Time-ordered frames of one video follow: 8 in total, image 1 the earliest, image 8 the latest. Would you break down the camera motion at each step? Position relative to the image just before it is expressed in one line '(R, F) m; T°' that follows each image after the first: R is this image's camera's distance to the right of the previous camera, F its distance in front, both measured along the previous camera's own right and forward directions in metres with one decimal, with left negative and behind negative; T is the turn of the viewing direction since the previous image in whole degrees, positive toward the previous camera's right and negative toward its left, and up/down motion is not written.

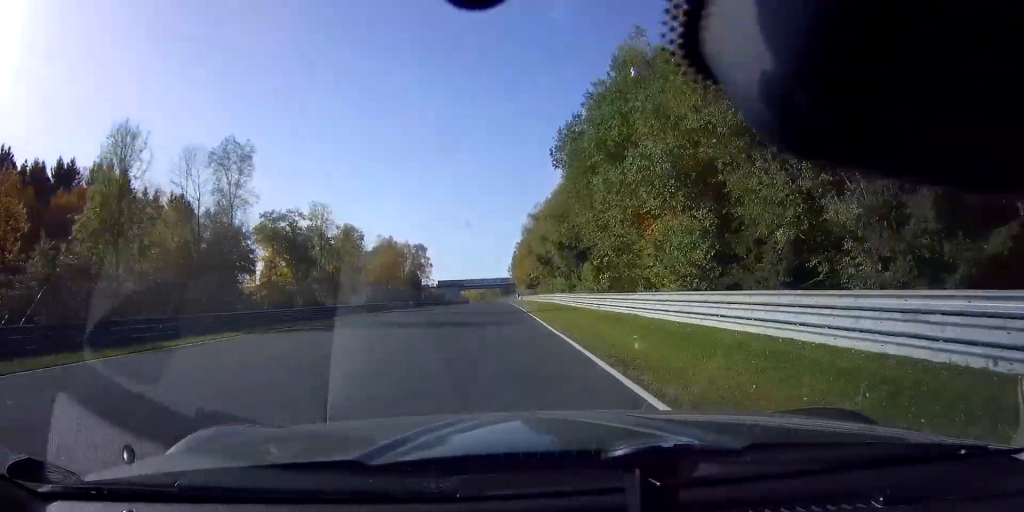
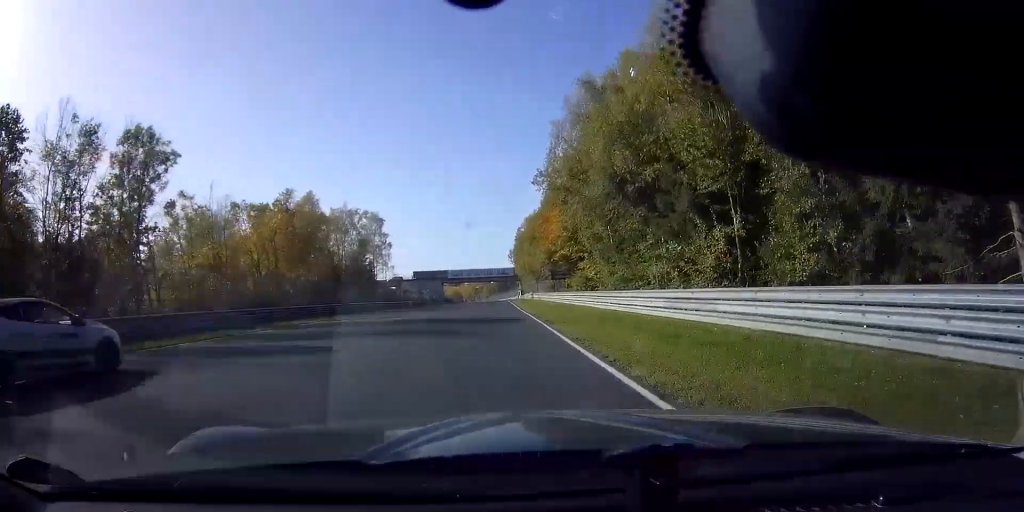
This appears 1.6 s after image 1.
(-0.3, +52.3) m; 0°
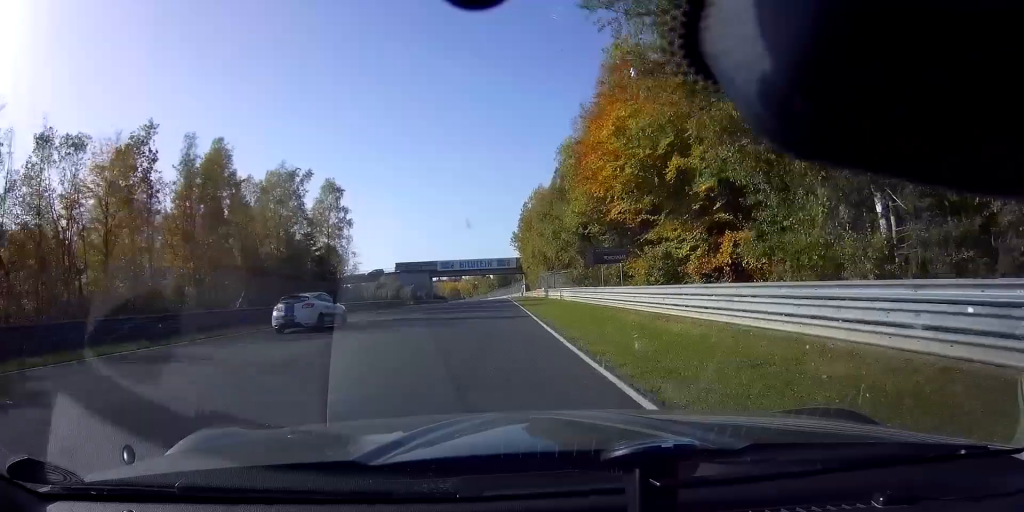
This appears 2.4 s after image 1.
(+0.1, +25.8) m; 0°
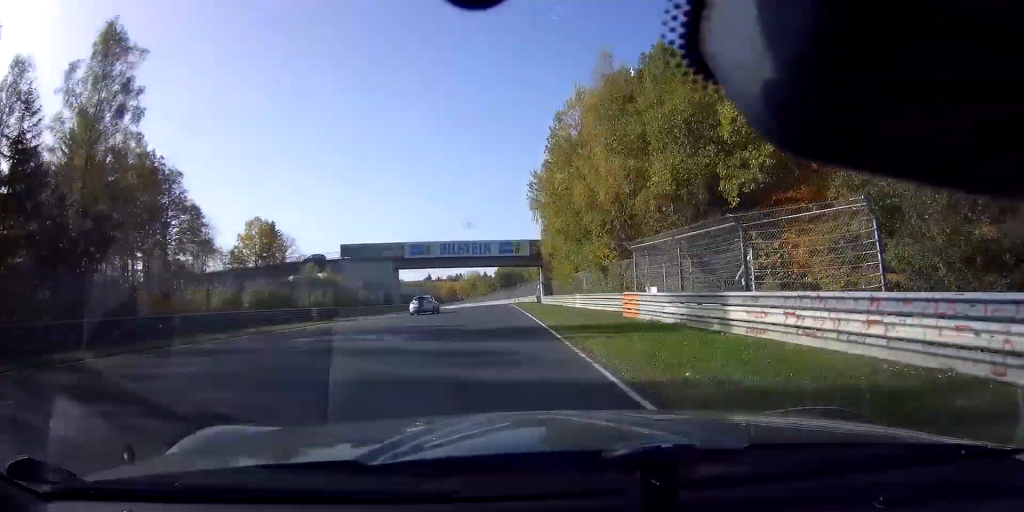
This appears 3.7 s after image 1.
(+0.2, +45.2) m; 0°
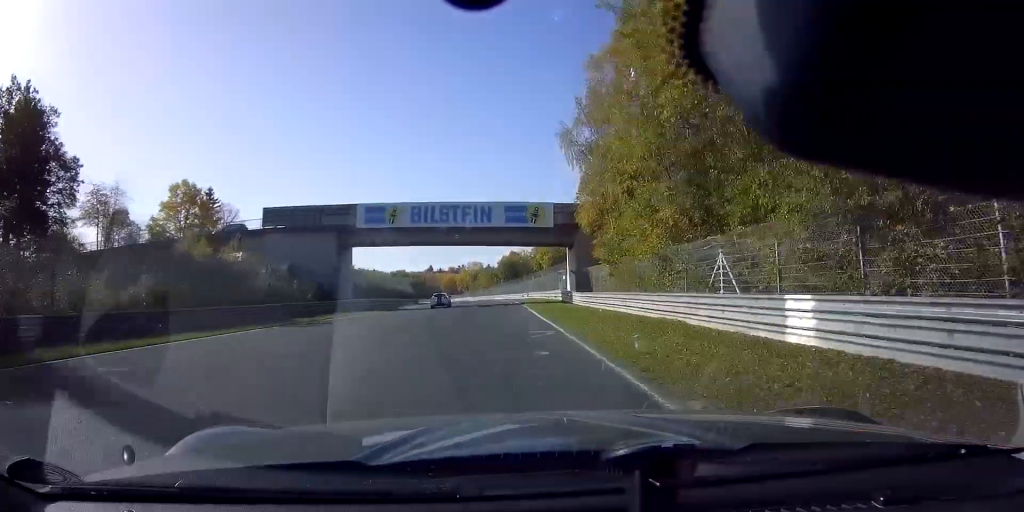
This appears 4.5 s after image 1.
(0.0, +28.2) m; 0°
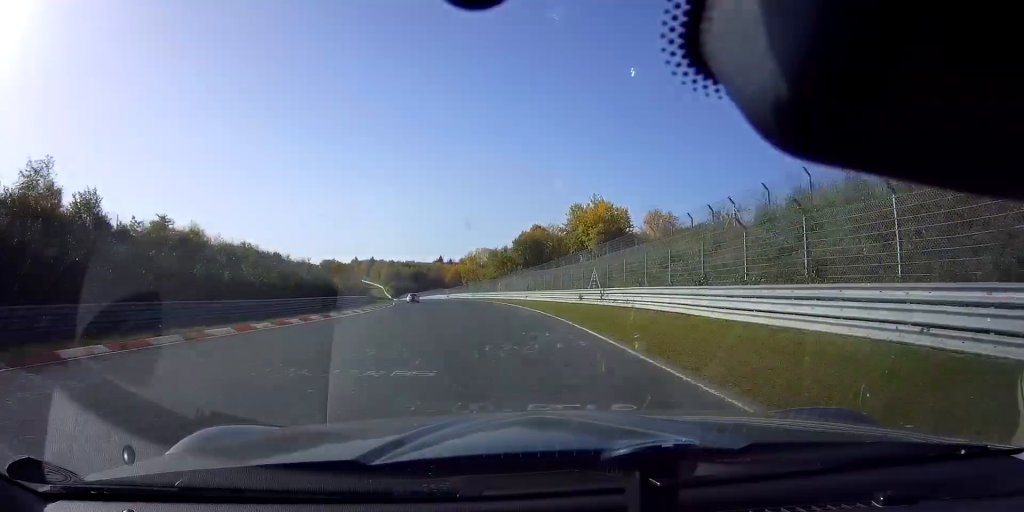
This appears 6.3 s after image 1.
(-1.3, +60.7) m; -3°
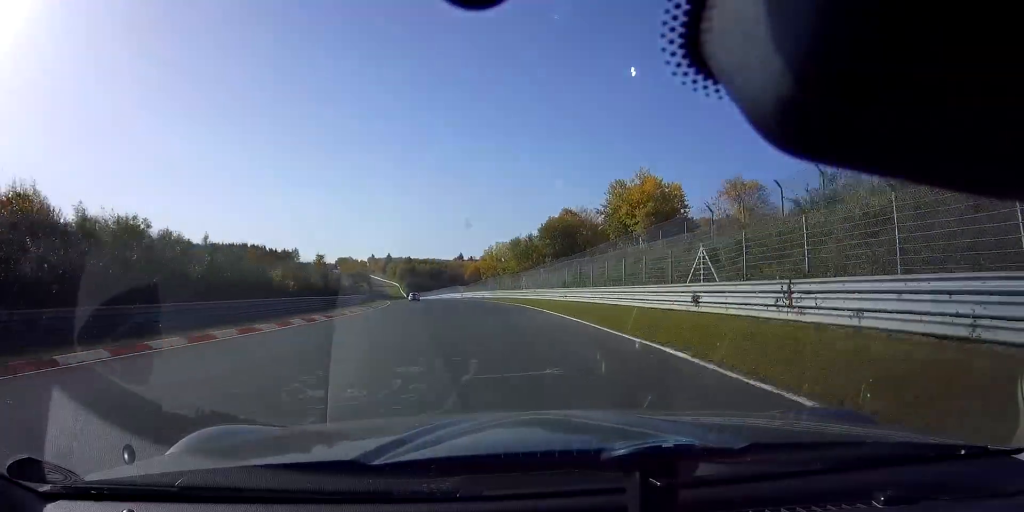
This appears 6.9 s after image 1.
(-0.4, +19.5) m; -2°
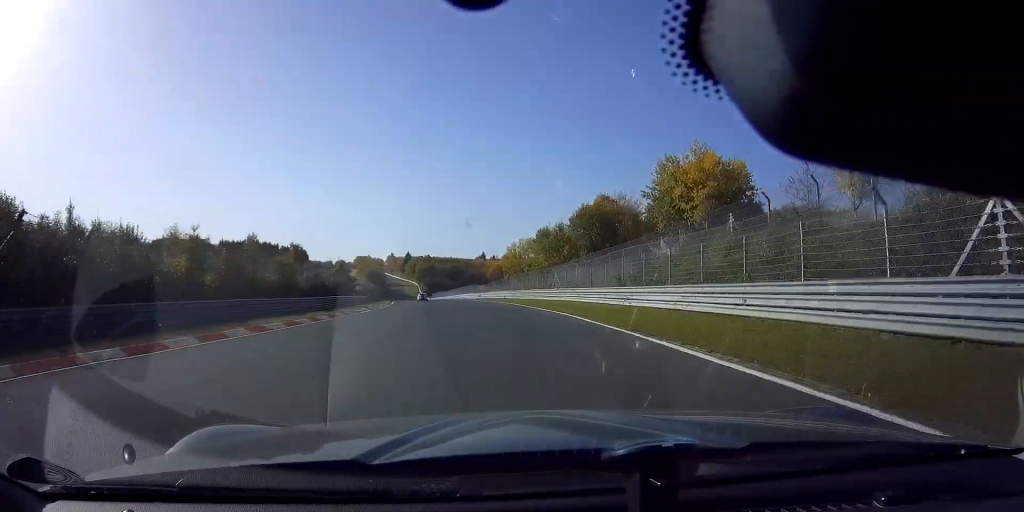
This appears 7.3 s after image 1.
(+0.1, +14.9) m; -2°
